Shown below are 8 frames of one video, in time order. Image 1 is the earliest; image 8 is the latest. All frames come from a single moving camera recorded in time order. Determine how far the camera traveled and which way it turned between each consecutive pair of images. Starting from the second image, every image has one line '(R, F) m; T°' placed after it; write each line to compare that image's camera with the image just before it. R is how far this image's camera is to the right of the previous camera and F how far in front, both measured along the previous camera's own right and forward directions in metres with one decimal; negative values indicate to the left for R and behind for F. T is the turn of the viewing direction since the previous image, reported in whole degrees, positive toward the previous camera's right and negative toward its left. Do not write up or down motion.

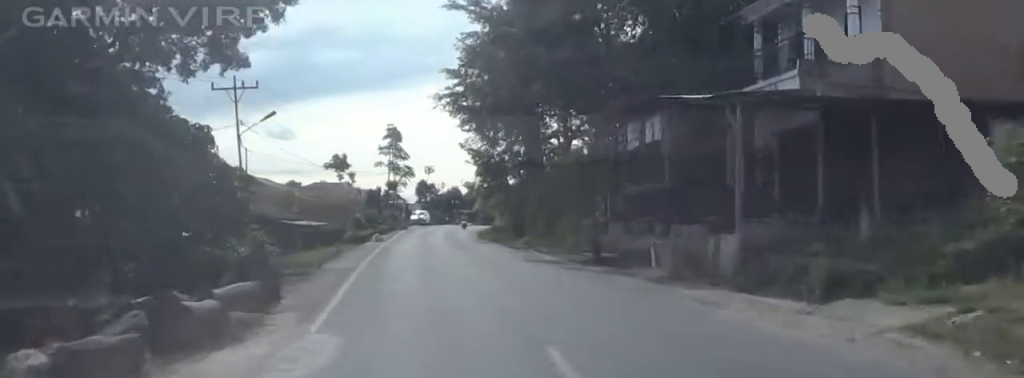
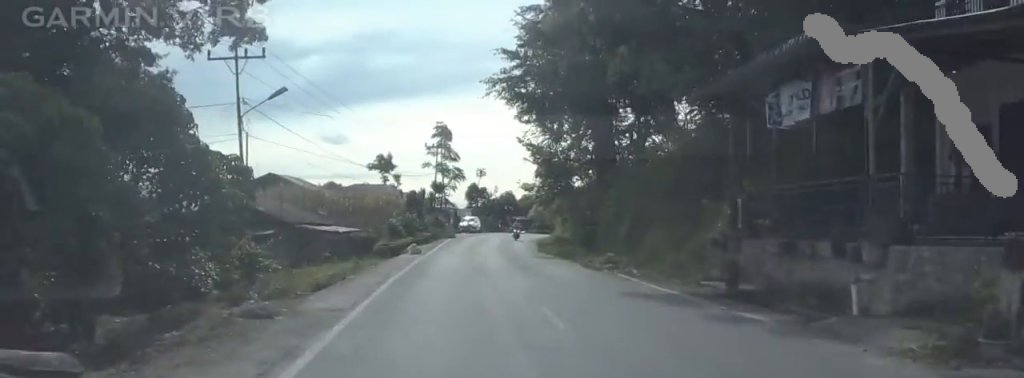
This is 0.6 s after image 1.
(+0.7, +9.6) m; +2°
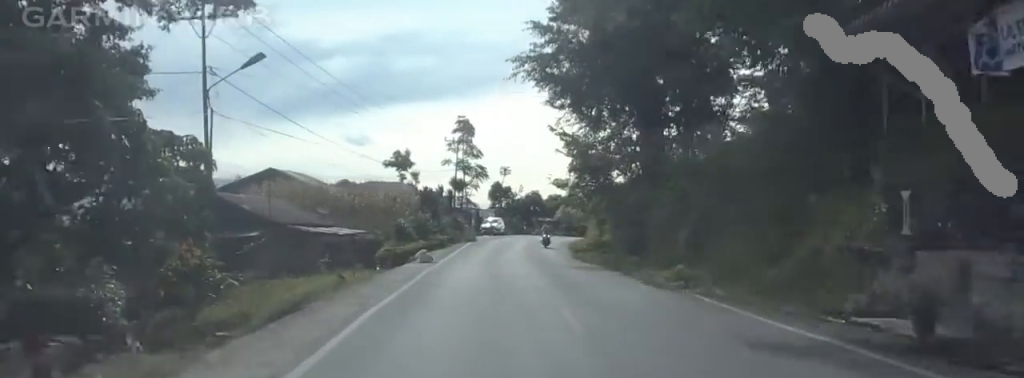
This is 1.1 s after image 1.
(+0.1, +7.2) m; 0°
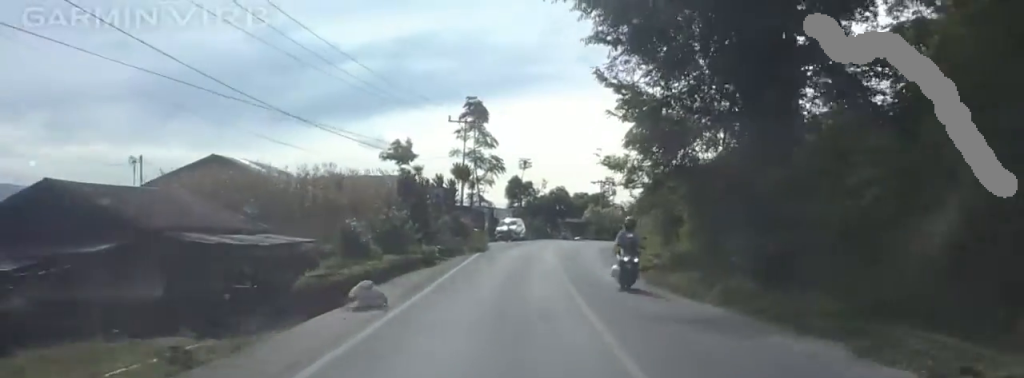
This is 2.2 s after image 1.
(-0.5, +15.6) m; -1°
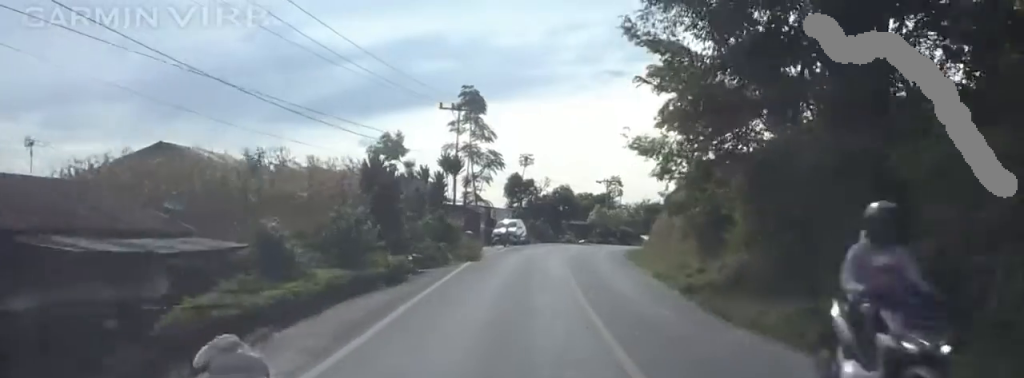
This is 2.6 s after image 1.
(-0.1, +7.2) m; +1°
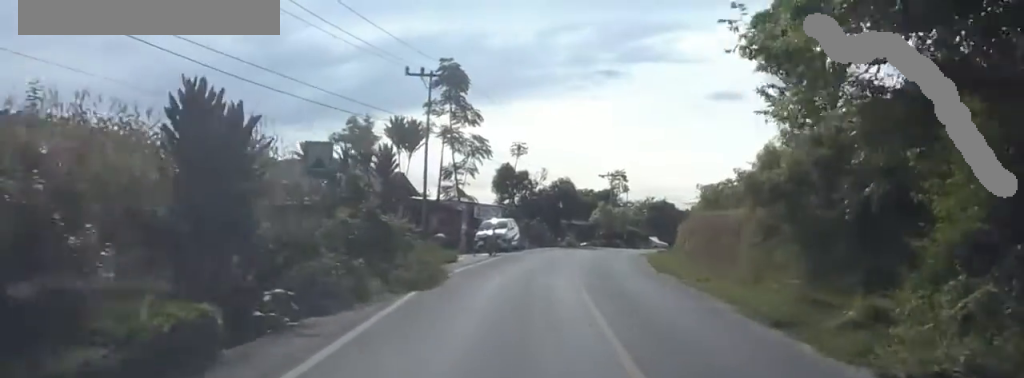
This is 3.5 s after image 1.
(+0.3, +12.6) m; -1°
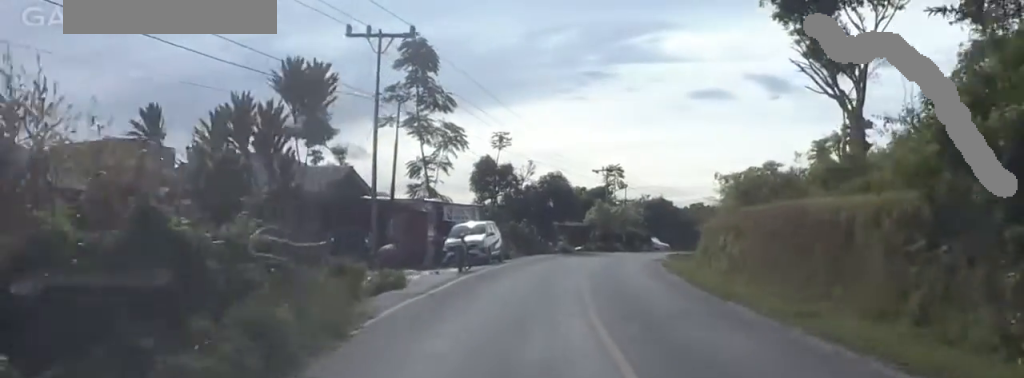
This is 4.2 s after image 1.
(0.0, +10.2) m; -1°
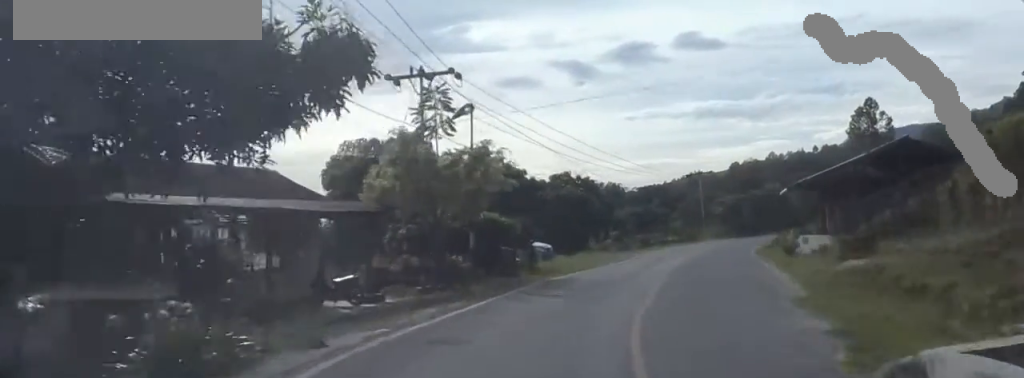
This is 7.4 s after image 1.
(+4.3, +48.3) m; +17°
